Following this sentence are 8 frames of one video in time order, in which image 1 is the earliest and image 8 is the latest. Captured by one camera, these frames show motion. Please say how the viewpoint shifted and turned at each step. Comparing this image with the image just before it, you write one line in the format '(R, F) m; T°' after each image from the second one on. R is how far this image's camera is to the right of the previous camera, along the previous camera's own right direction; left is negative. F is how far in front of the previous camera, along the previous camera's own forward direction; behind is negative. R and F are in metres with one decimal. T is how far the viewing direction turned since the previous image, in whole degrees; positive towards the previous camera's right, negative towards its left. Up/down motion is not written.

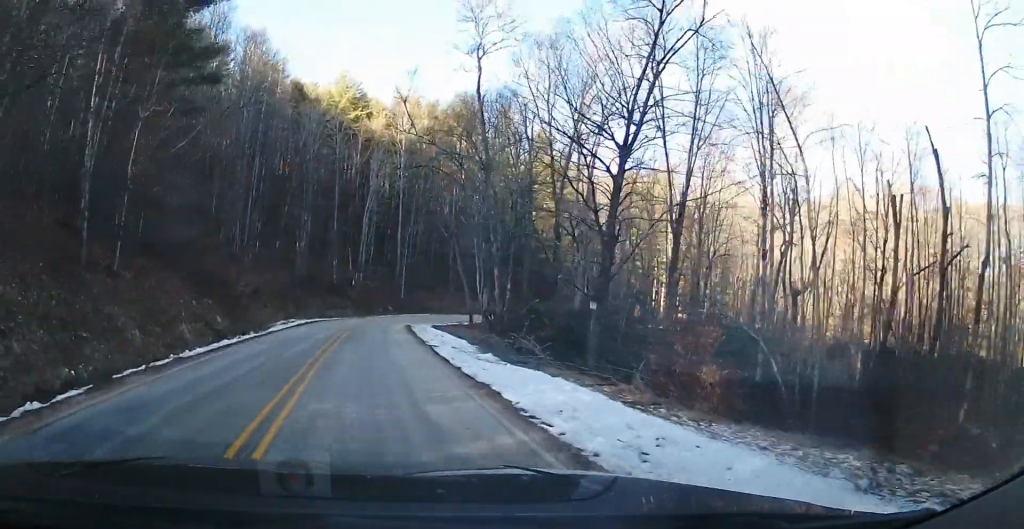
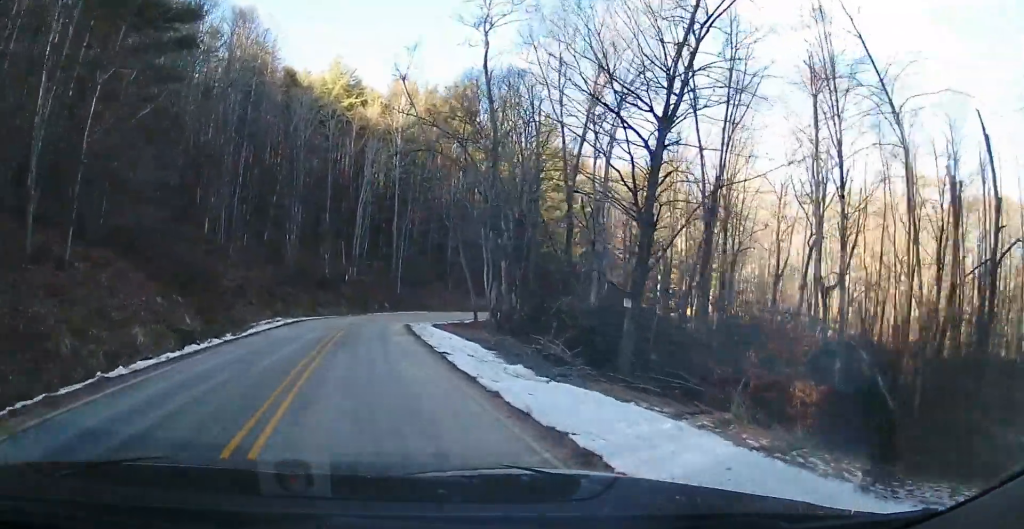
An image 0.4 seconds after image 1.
(+0.1, +4.2) m; +2°
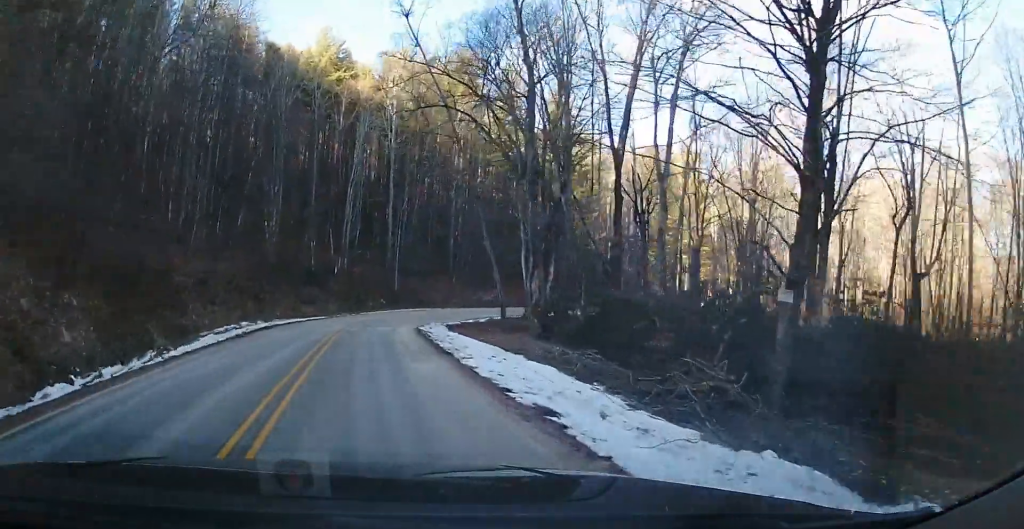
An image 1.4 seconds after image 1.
(+0.4, +9.8) m; +1°
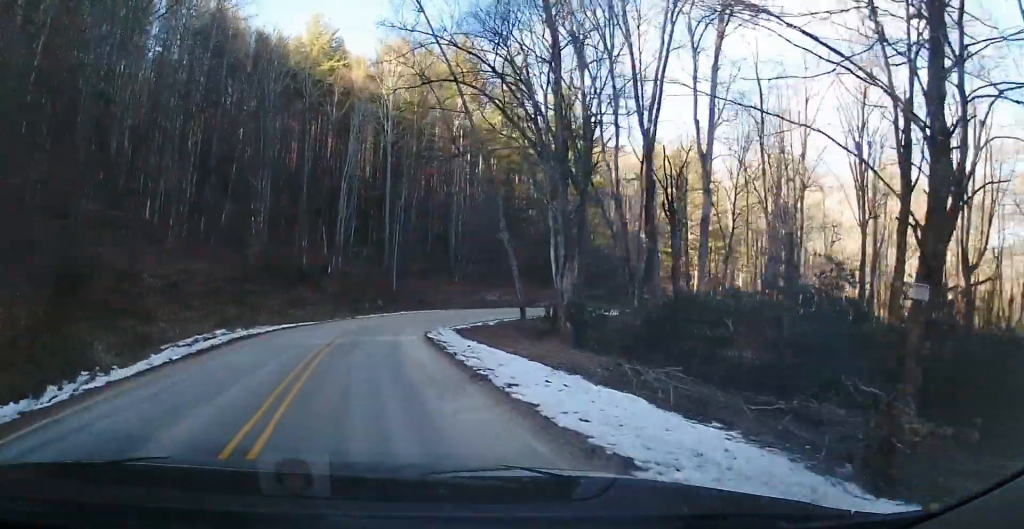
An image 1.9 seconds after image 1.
(+0.1, +4.6) m; 0°
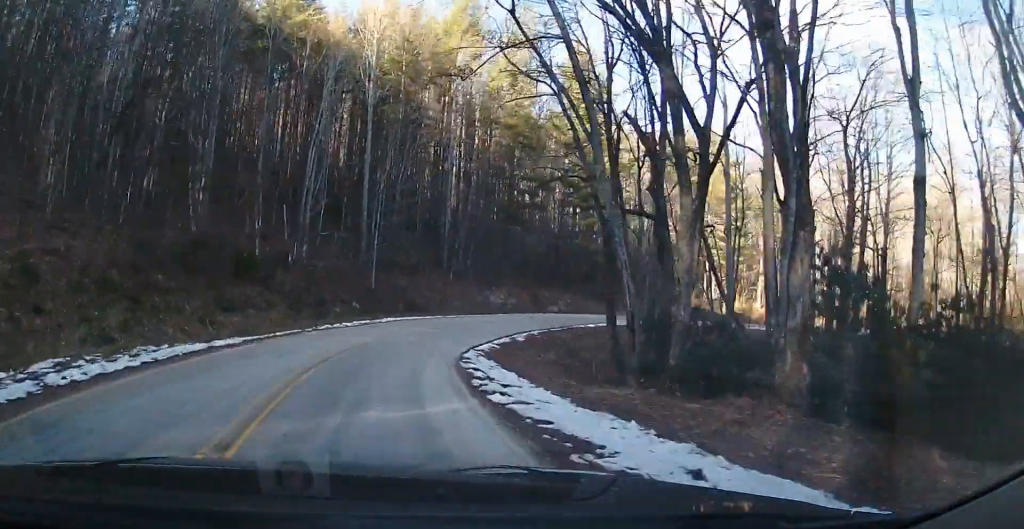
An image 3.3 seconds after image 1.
(-0.1, +13.2) m; 0°
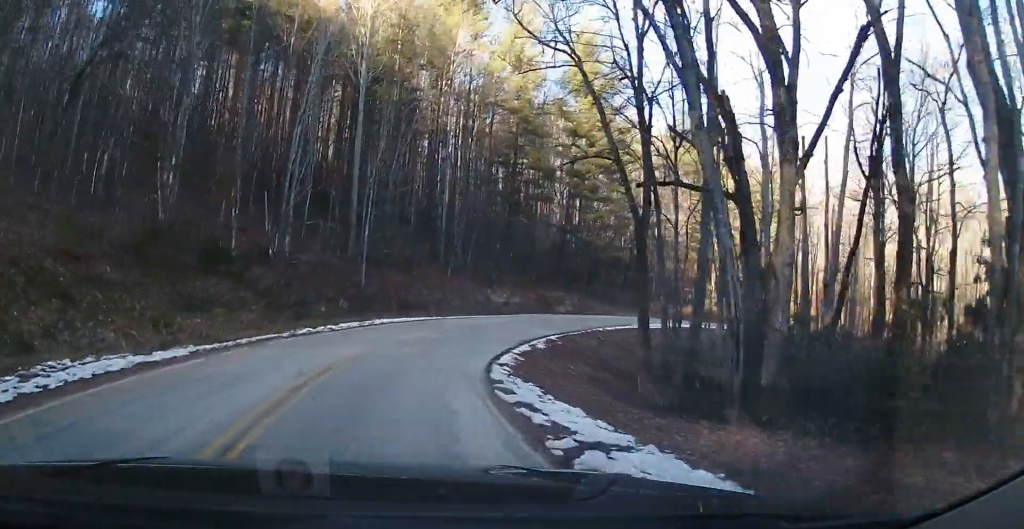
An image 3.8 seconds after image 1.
(+0.2, +4.7) m; 0°
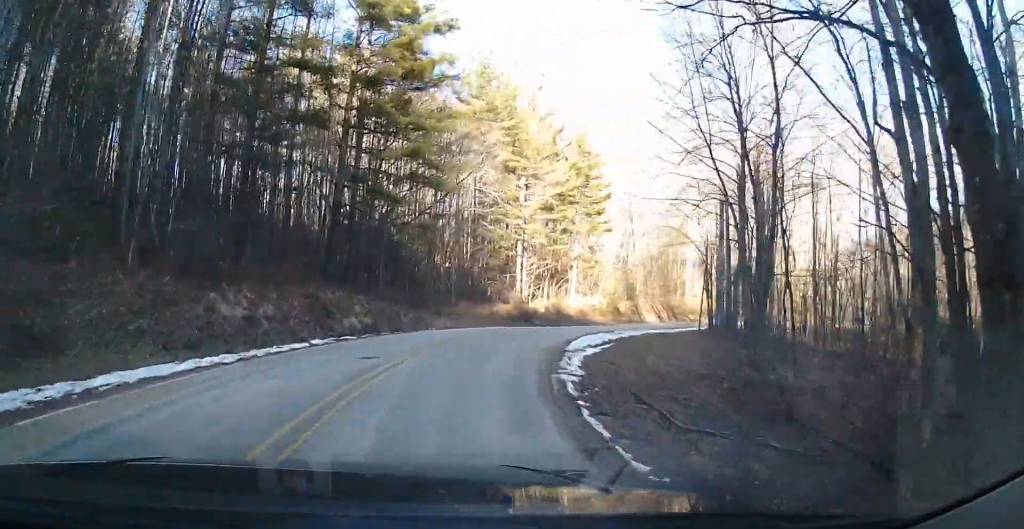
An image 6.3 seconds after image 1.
(+3.2, +23.5) m; +24°
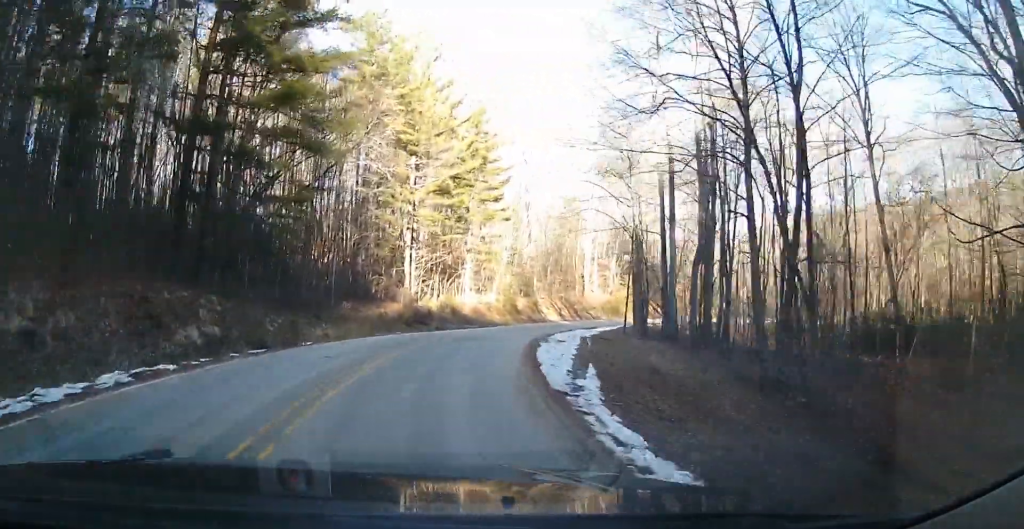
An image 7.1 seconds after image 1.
(+0.8, +7.9) m; +8°
